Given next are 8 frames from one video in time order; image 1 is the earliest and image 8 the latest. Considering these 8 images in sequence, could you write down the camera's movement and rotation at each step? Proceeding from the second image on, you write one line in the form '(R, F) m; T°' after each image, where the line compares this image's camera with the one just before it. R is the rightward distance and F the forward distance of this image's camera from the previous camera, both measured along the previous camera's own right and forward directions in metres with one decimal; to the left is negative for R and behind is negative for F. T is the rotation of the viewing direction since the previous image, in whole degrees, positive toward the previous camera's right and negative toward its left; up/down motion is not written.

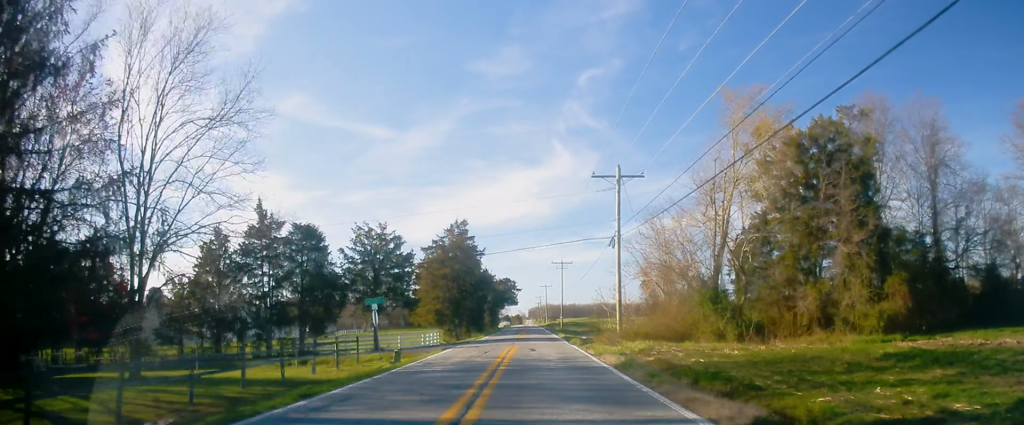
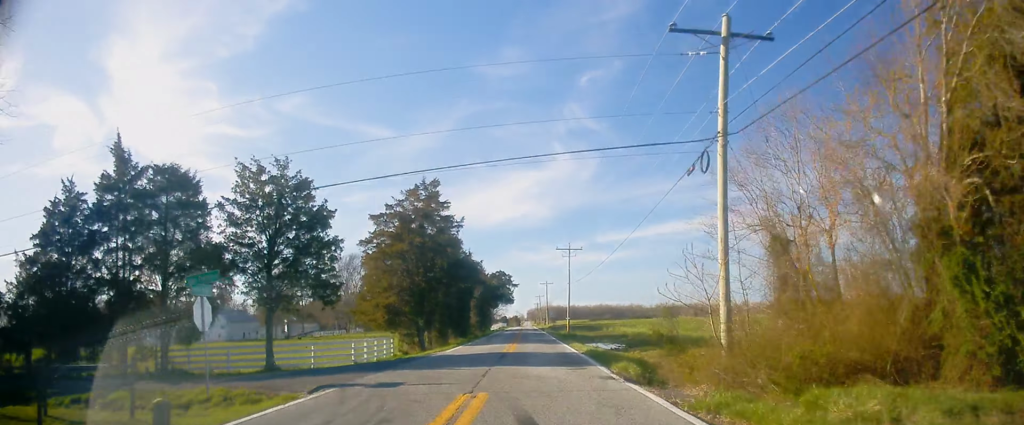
(+0.1, +18.9) m; 0°
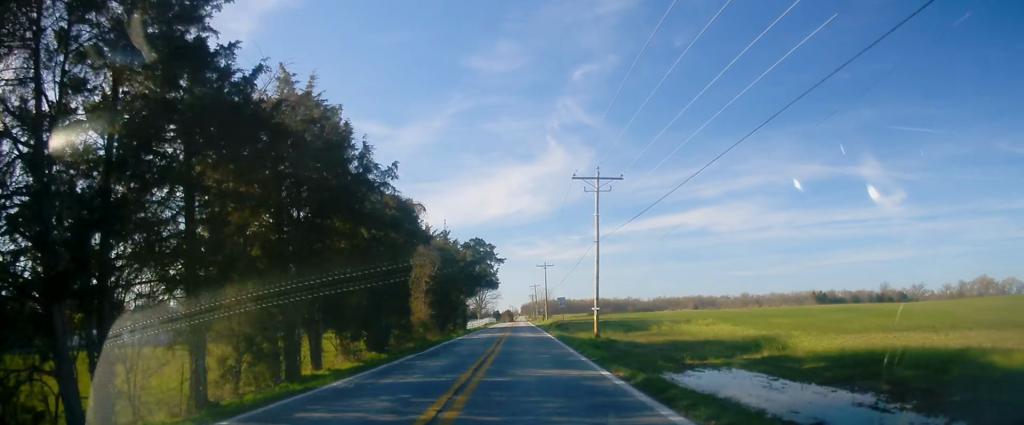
(+0.1, +33.4) m; +1°
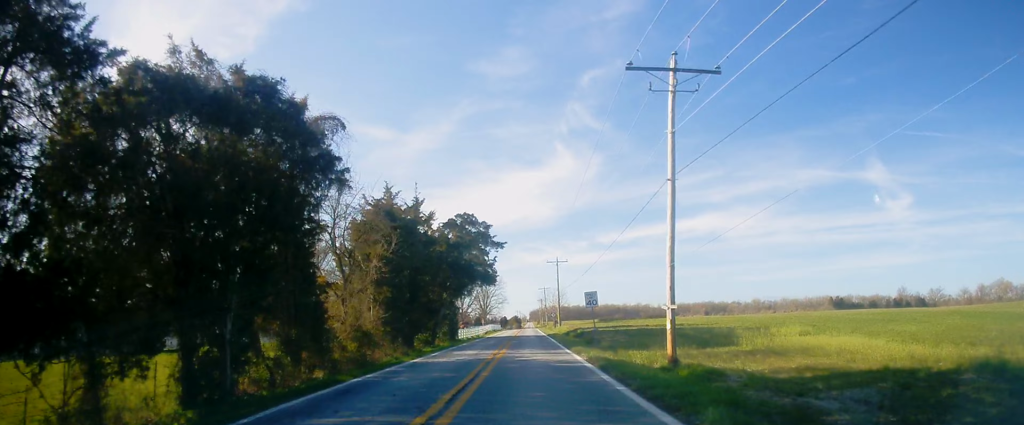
(+0.1, +18.3) m; +1°
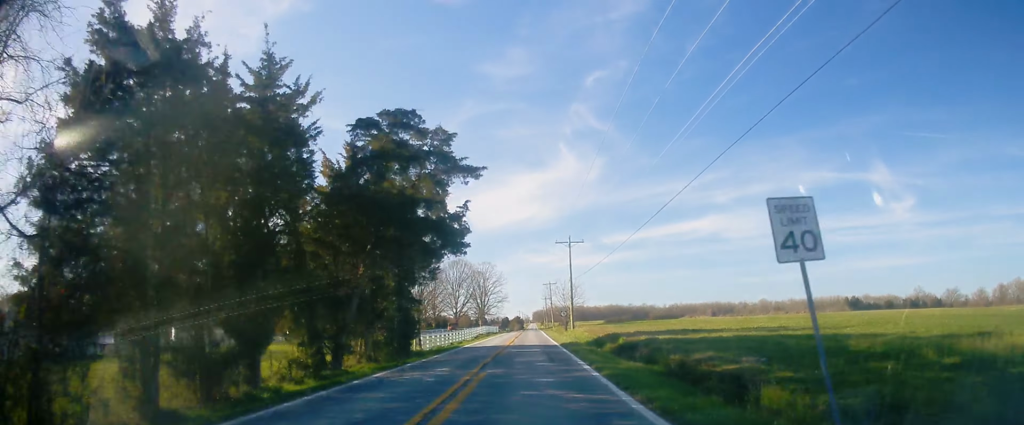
(+0.2, +22.2) m; -1°
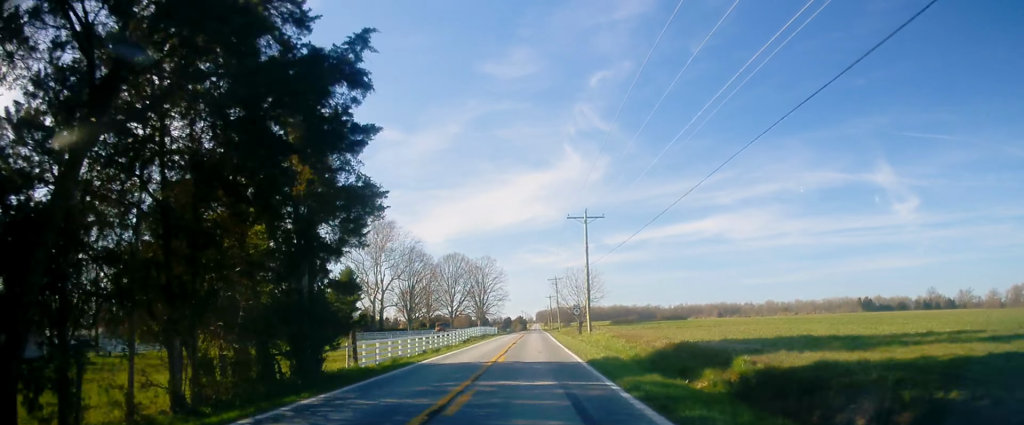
(-0.1, +16.2) m; -1°
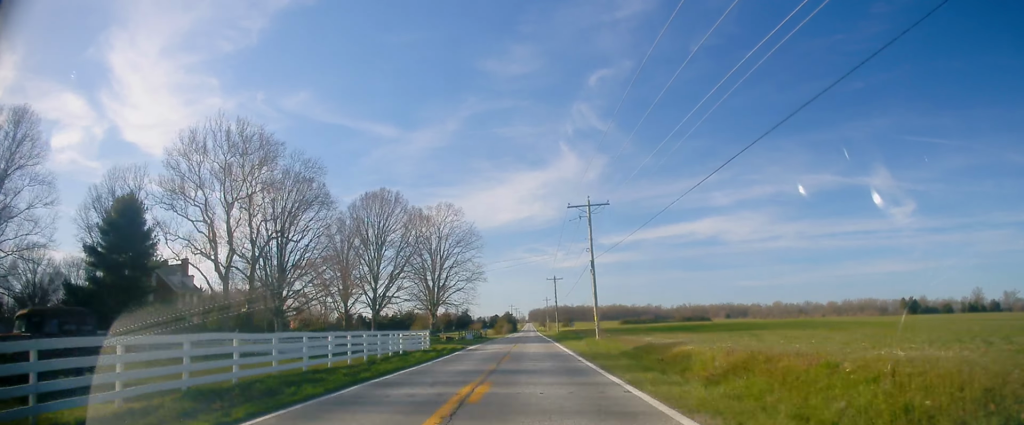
(-1.0, +72.8) m; 0°
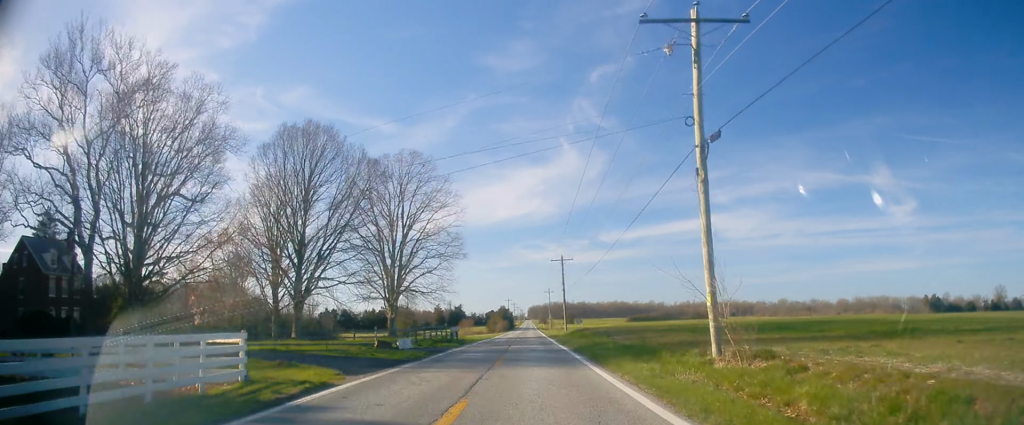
(+0.1, +28.7) m; 0°
